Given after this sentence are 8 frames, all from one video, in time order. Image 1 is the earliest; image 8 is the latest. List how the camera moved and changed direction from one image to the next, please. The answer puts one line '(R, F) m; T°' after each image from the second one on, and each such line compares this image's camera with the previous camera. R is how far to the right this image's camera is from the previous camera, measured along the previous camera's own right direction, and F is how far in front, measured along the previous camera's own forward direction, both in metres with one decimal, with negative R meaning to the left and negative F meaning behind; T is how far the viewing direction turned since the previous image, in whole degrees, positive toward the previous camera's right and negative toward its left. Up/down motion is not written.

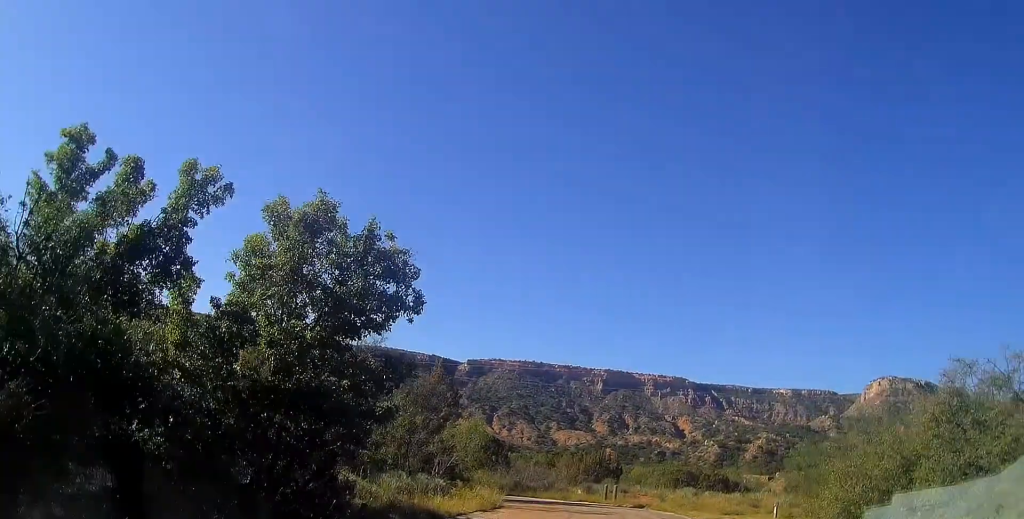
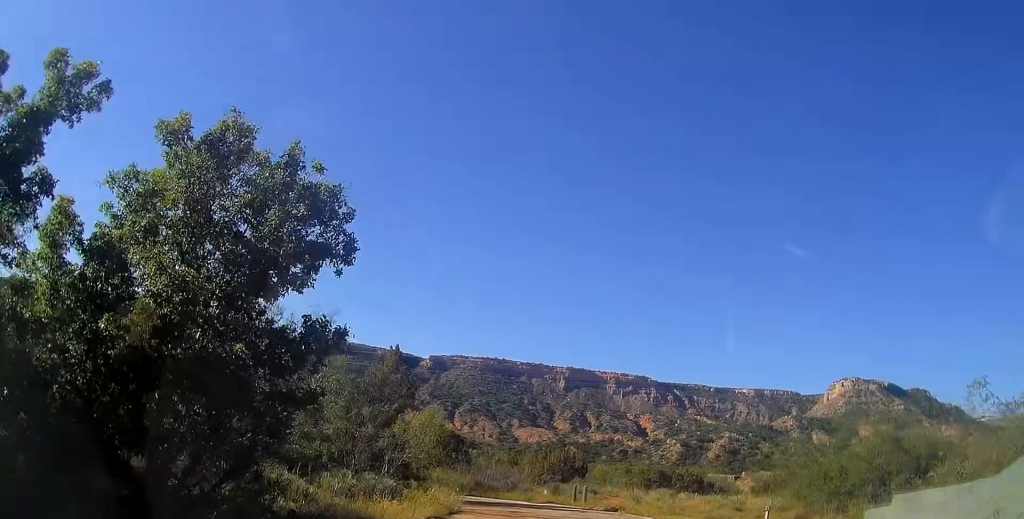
(-0.1, +2.4) m; +1°
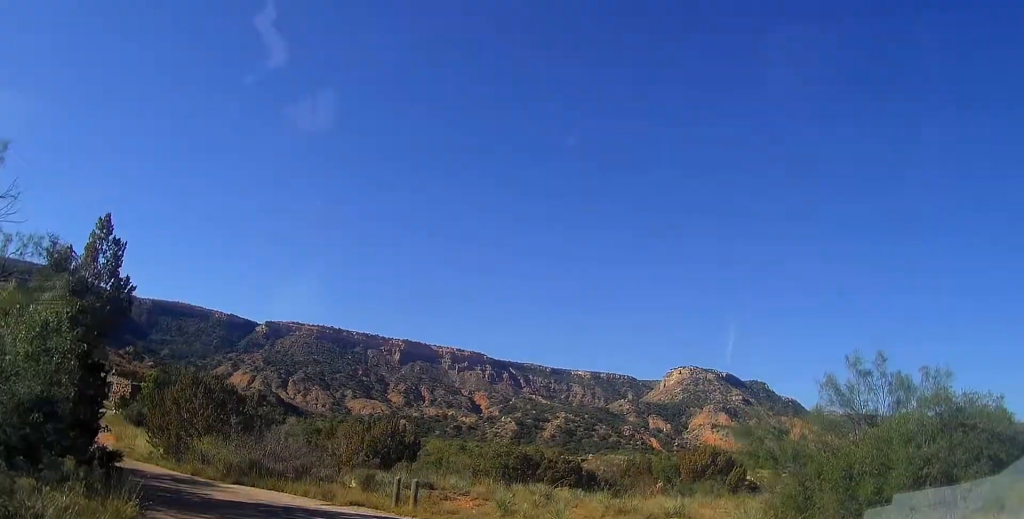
(+1.5, +11.2) m; +16°
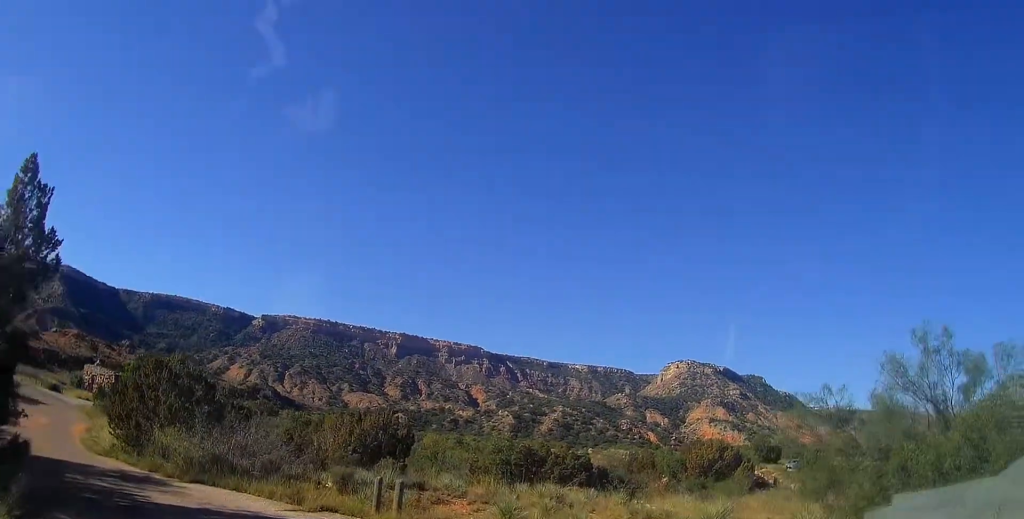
(+0.2, +3.1) m; 0°
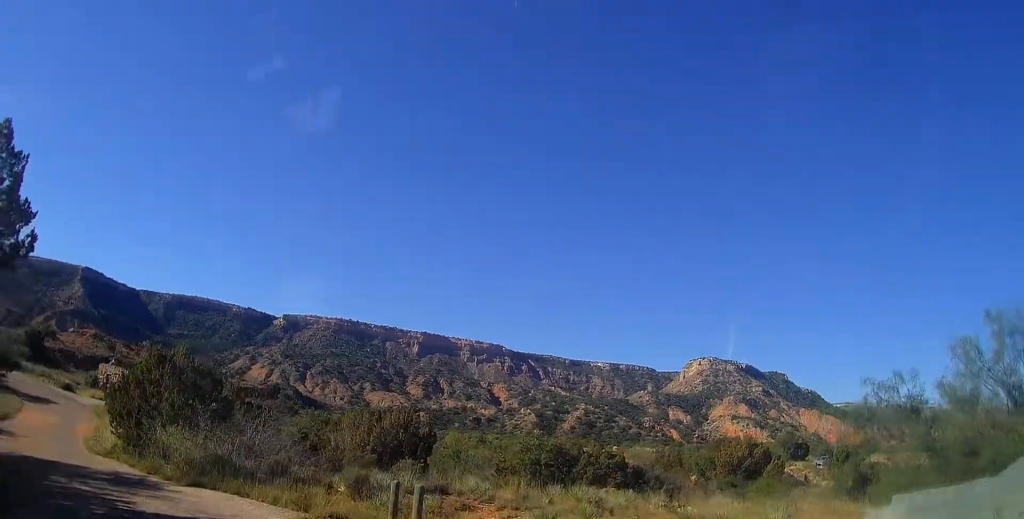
(-0.1, +1.8) m; -5°
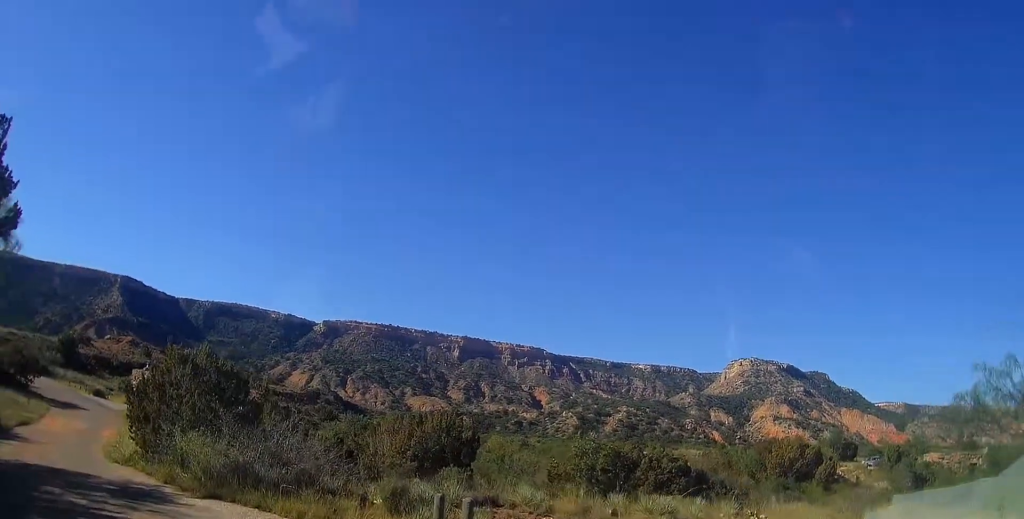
(-0.1, +2.1) m; -7°
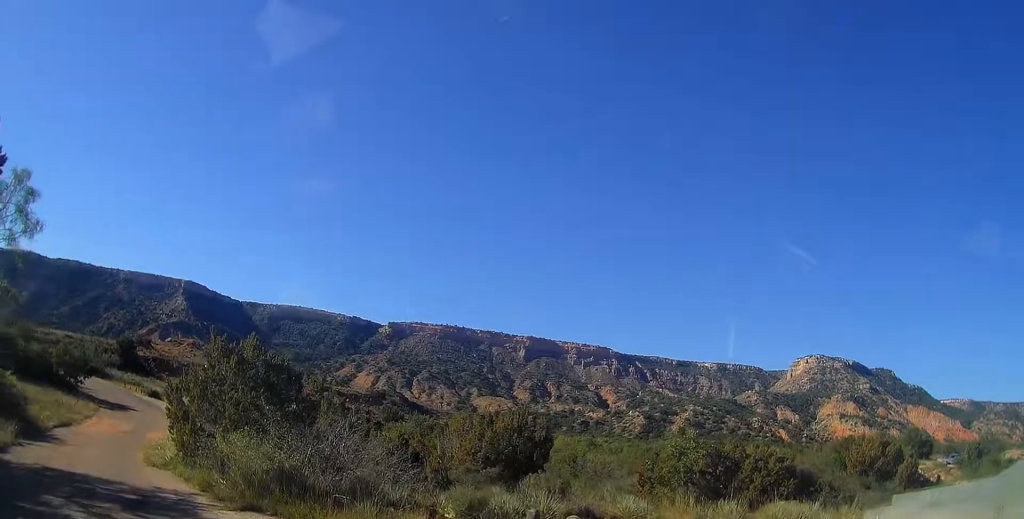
(-0.2, +2.5) m; -15°
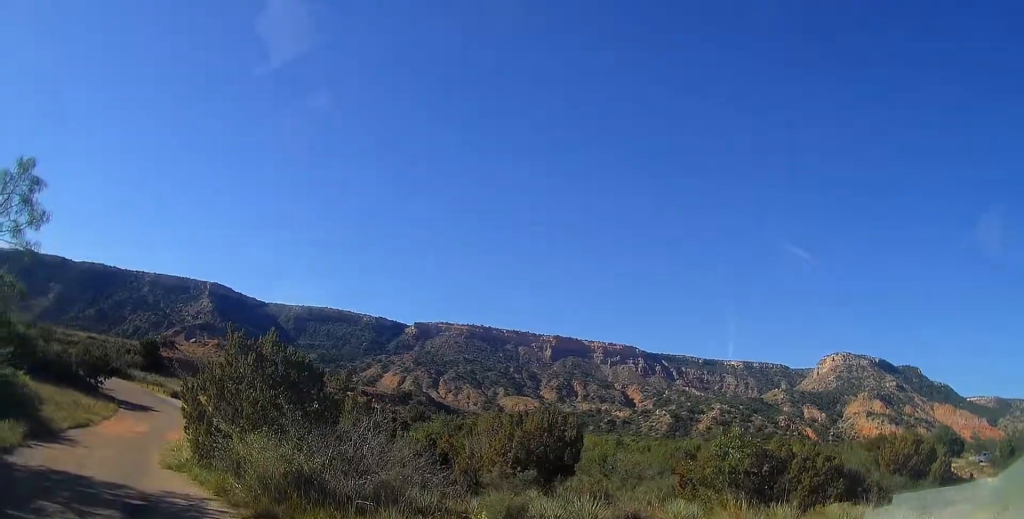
(-0.2, +0.9) m; -1°
